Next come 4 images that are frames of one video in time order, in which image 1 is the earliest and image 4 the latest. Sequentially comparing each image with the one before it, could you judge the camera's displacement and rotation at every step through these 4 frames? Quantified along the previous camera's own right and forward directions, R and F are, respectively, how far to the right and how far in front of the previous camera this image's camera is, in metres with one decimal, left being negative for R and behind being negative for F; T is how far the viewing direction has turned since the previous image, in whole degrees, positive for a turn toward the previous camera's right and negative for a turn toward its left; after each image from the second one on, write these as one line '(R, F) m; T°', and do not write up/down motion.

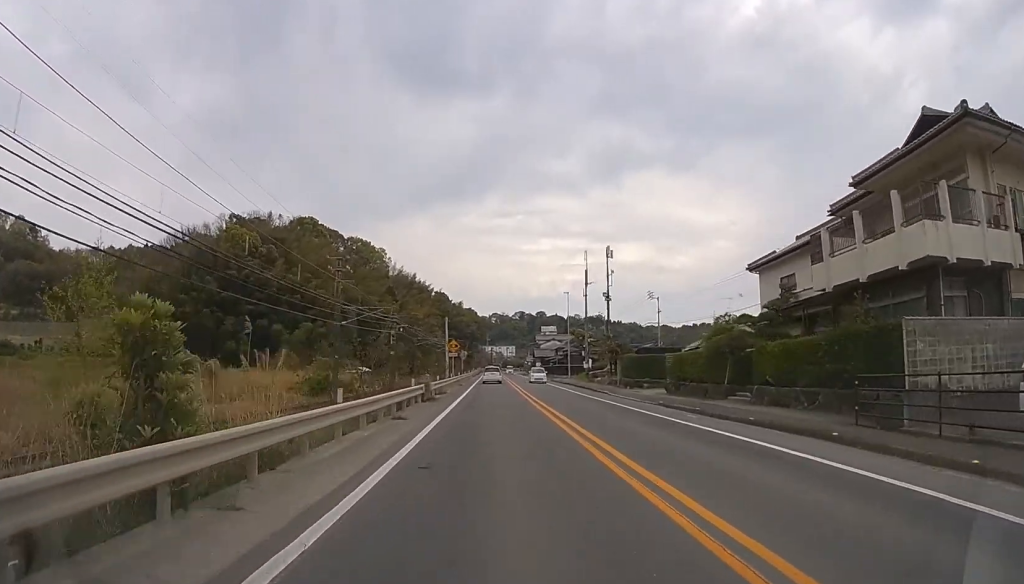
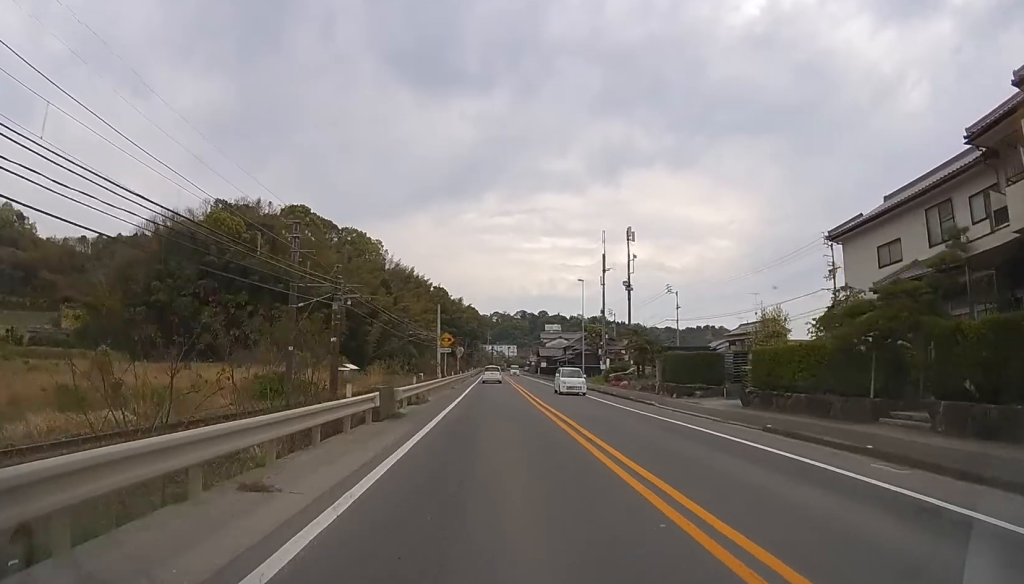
(0.0, +9.5) m; 0°
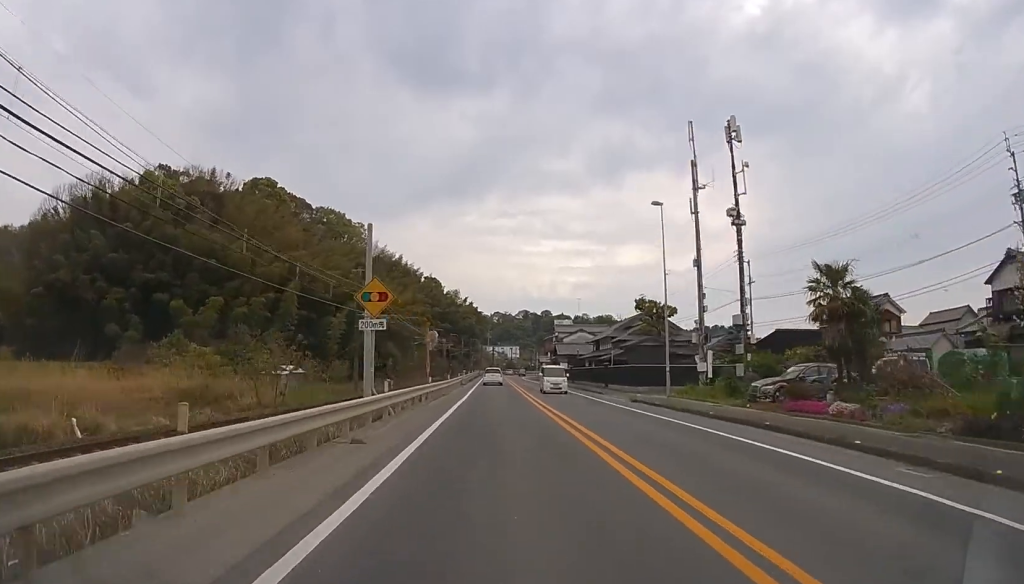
(0.0, +25.8) m; 0°
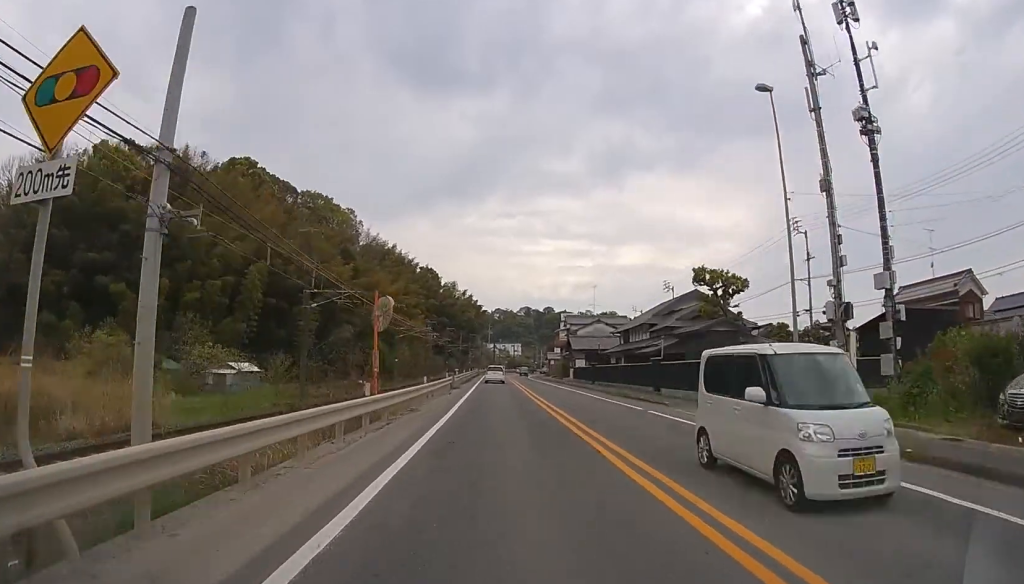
(0.0, +12.9) m; 0°
